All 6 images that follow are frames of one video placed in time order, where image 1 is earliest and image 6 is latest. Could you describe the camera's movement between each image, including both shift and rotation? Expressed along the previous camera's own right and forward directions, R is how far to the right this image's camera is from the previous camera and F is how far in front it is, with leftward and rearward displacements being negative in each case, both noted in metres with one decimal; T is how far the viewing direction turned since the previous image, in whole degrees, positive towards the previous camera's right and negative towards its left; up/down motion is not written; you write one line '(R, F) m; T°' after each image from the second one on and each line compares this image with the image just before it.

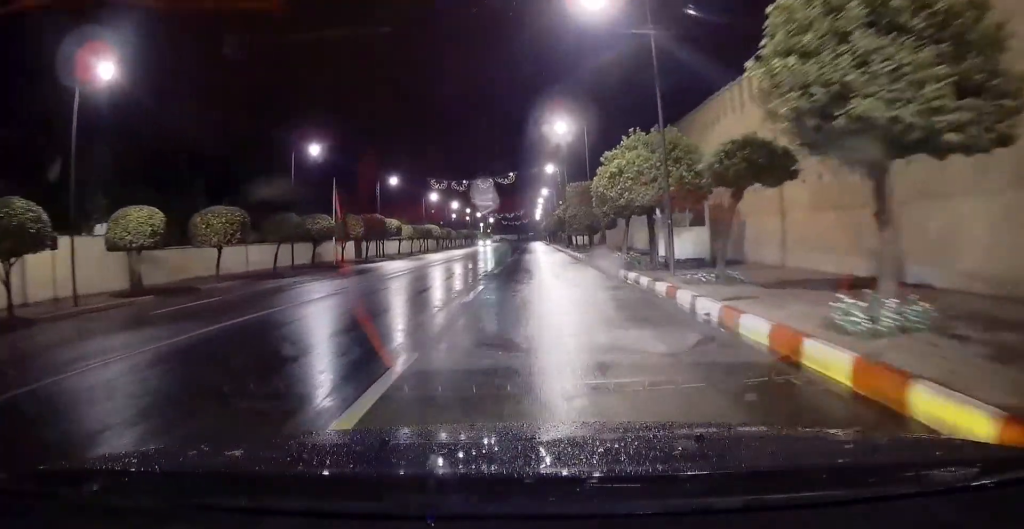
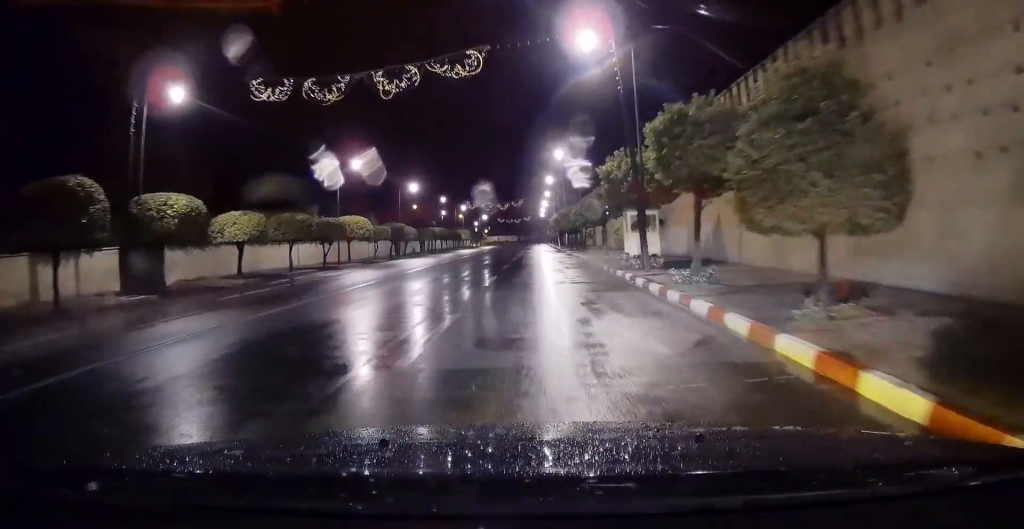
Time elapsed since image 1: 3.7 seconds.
(-0.4, +39.9) m; -2°
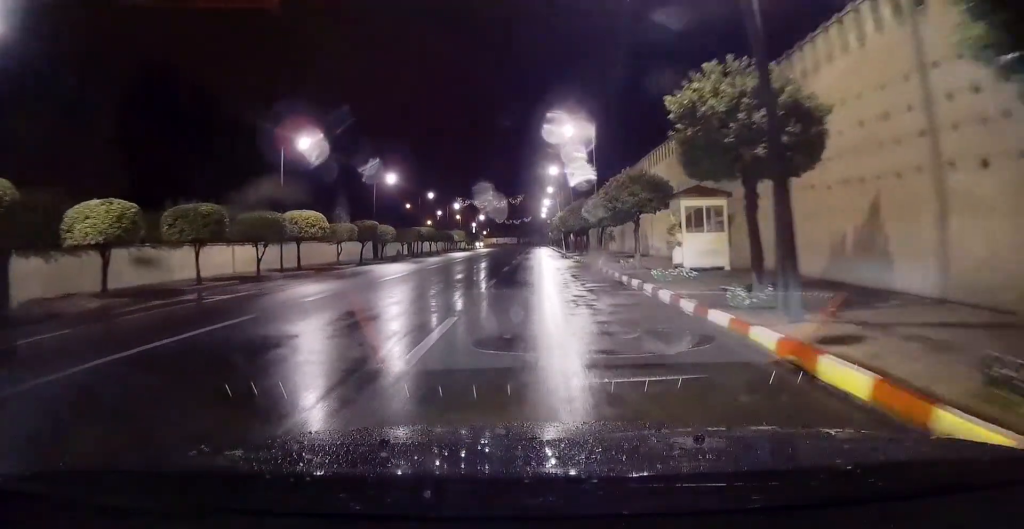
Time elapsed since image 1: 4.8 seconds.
(0.0, +11.4) m; 0°
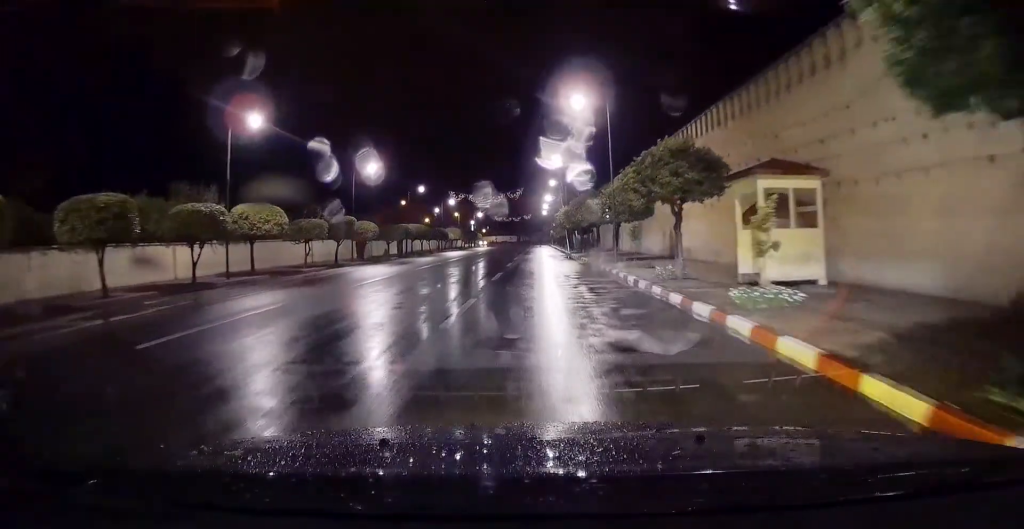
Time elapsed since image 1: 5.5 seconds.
(0.0, +7.1) m; 0°
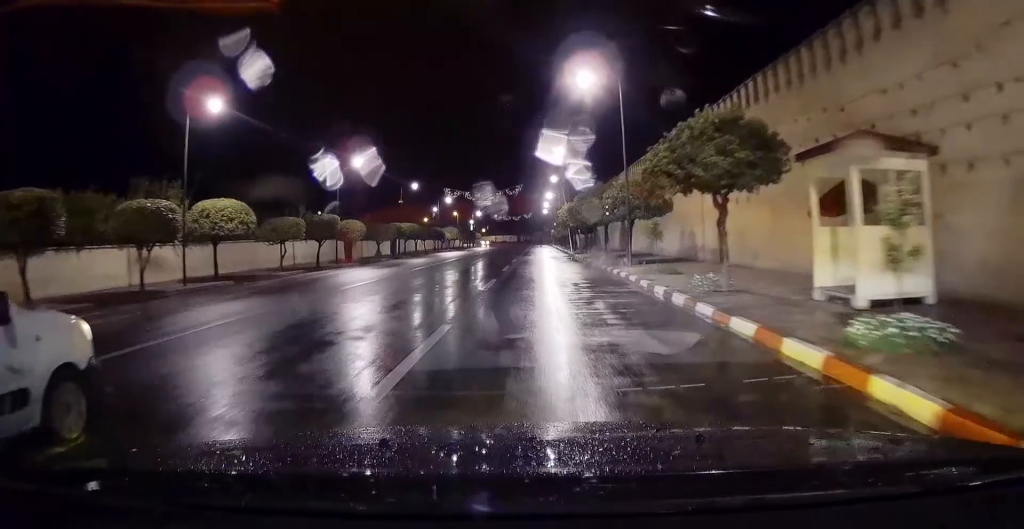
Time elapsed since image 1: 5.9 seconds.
(-0.1, +4.3) m; 0°
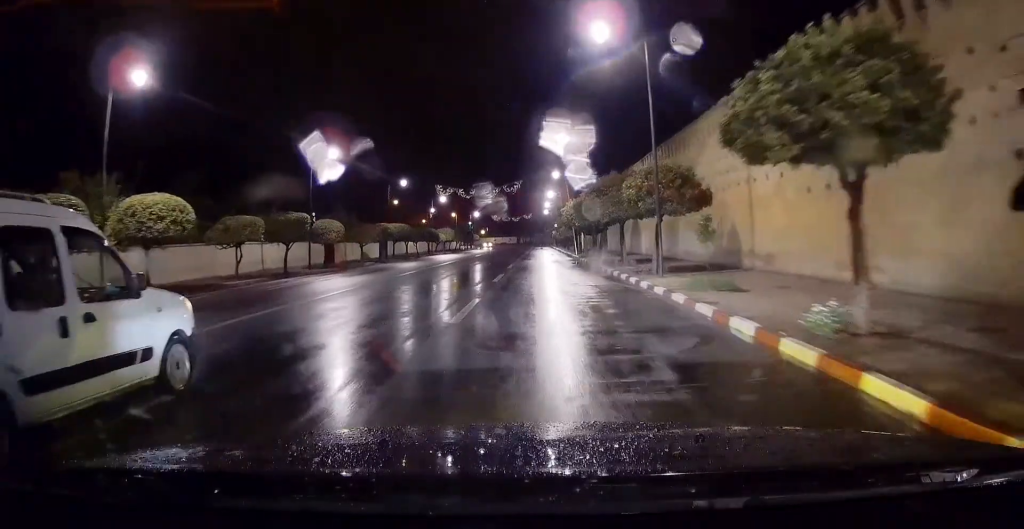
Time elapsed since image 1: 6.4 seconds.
(0.0, +6.0) m; 0°
